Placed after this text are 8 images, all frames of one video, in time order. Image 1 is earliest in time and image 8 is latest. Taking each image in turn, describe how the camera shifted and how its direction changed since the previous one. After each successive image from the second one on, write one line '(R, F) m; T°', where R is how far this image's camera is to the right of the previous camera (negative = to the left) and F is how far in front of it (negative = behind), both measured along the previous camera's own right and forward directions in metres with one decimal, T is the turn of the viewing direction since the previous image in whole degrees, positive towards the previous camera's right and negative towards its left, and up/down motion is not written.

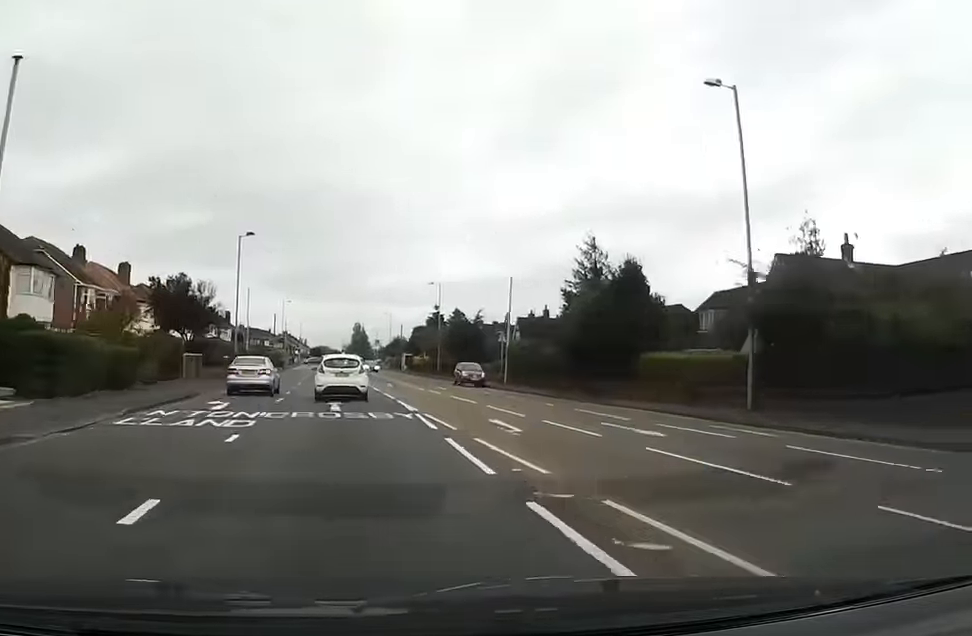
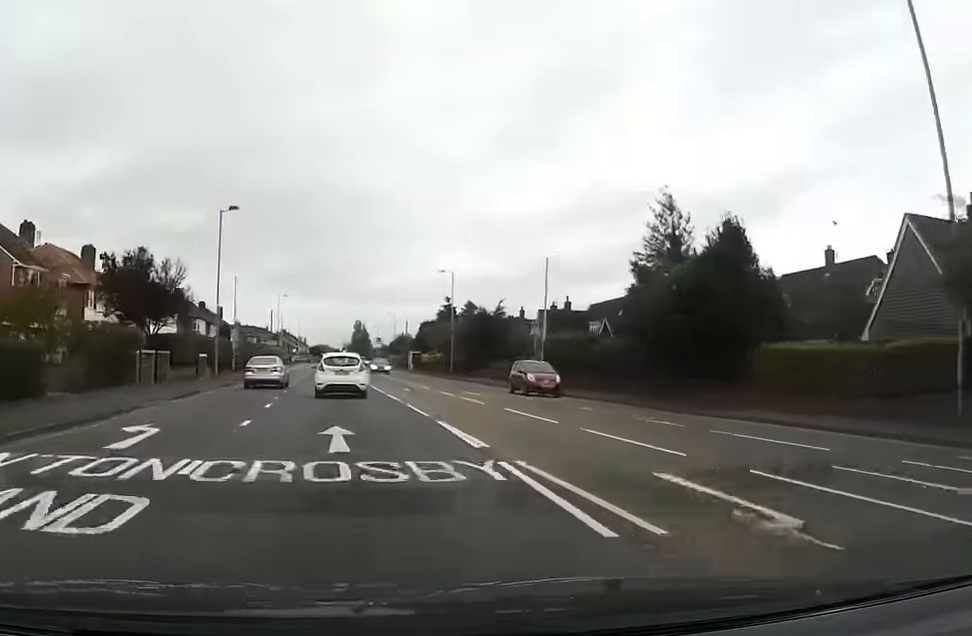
(+0.1, +9.5) m; +1°
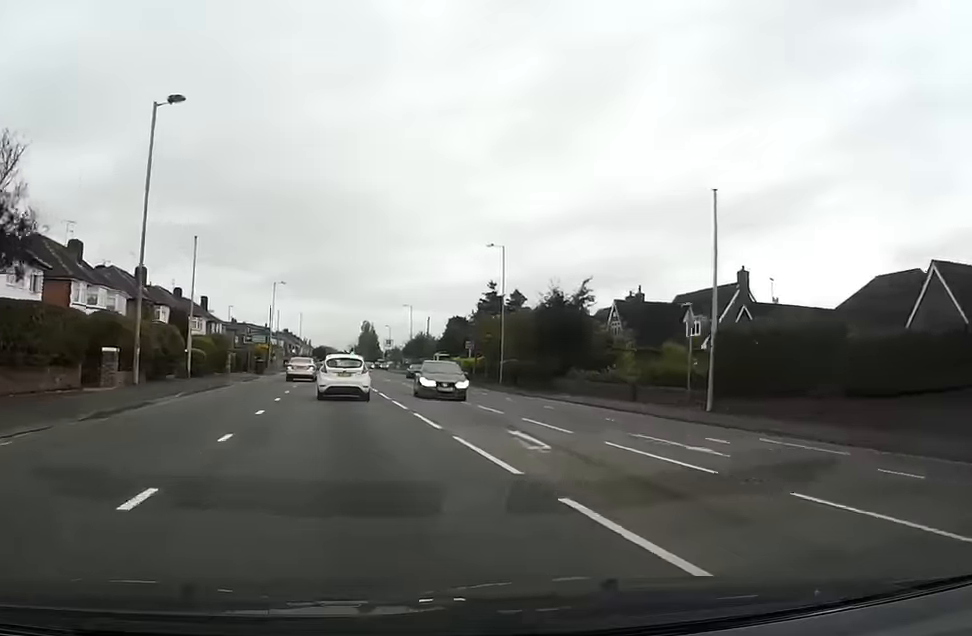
(+0.4, +20.6) m; +1°
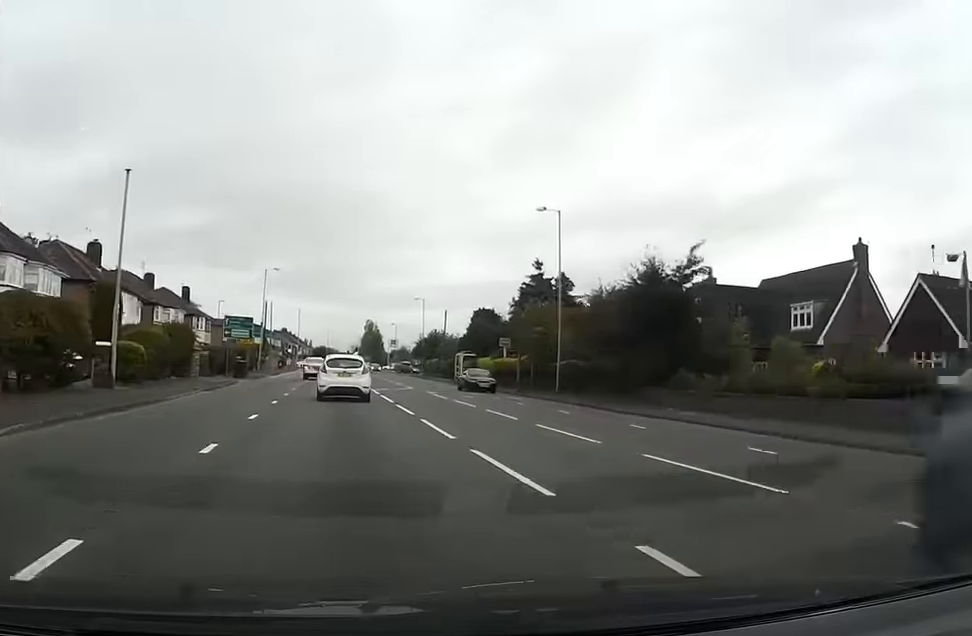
(0.0, +13.7) m; 0°
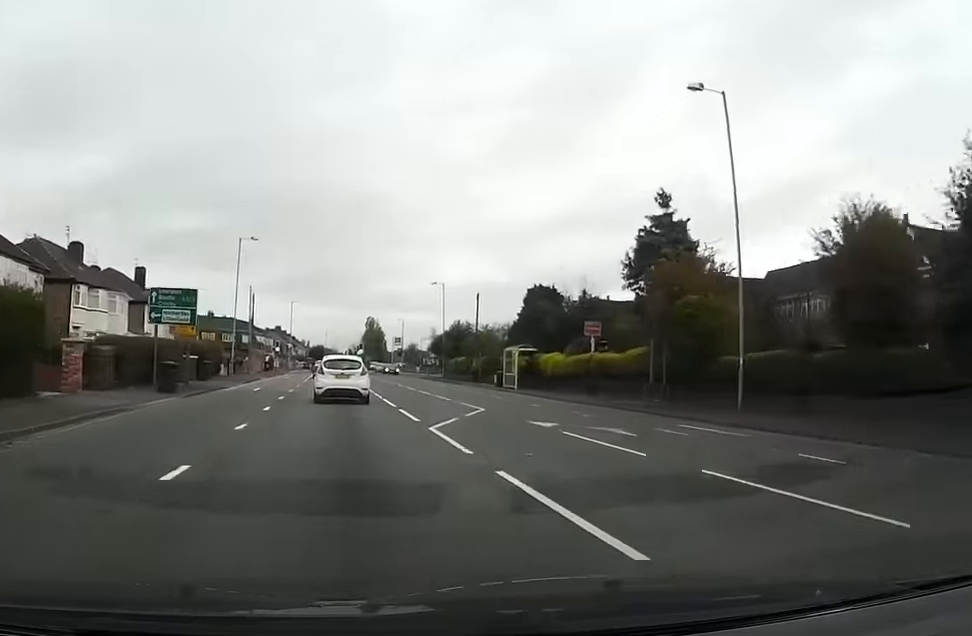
(0.0, +19.7) m; 0°
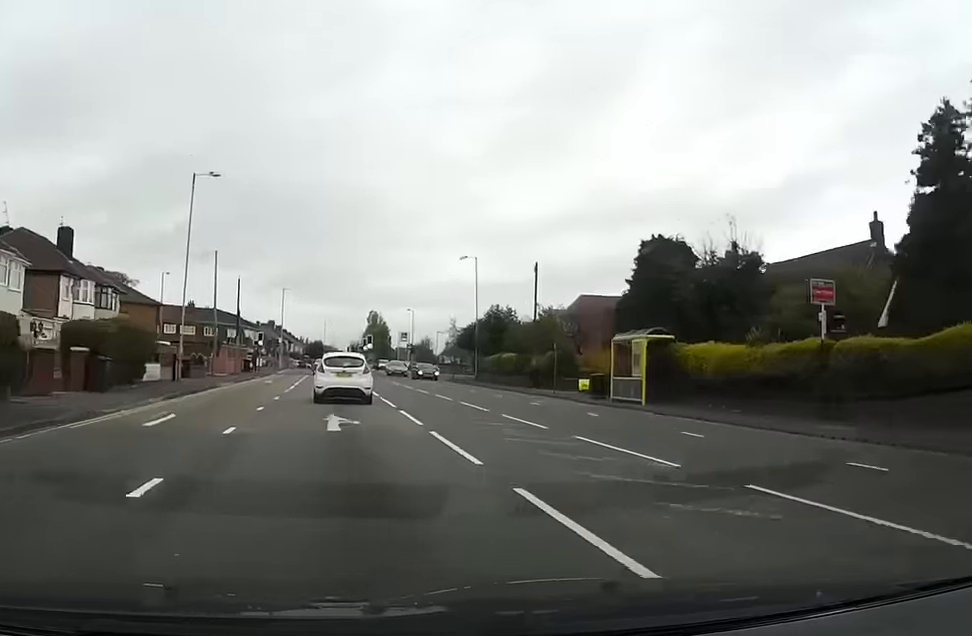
(0.0, +19.0) m; 0°
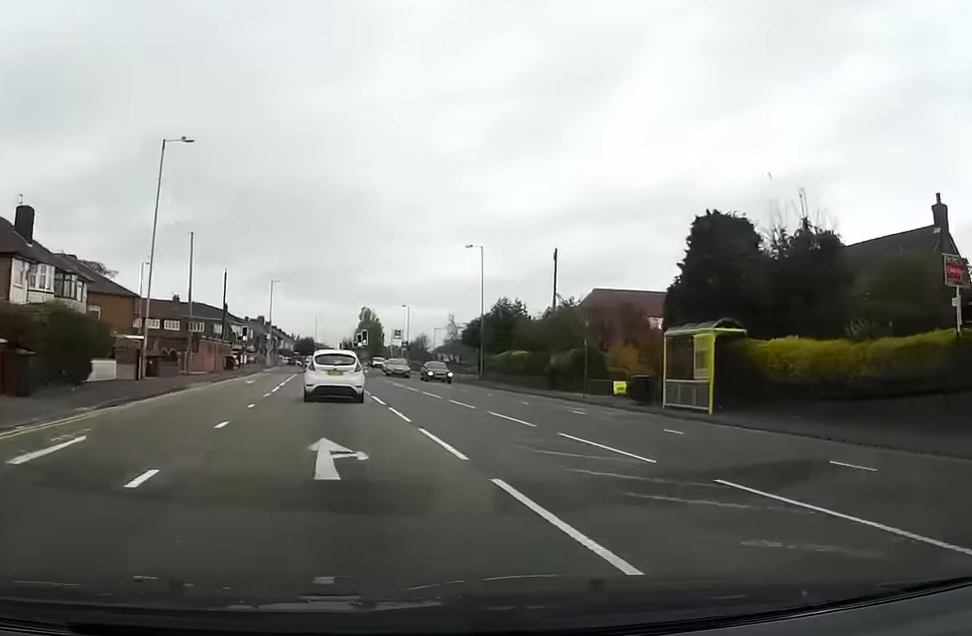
(0.0, +5.7) m; 0°
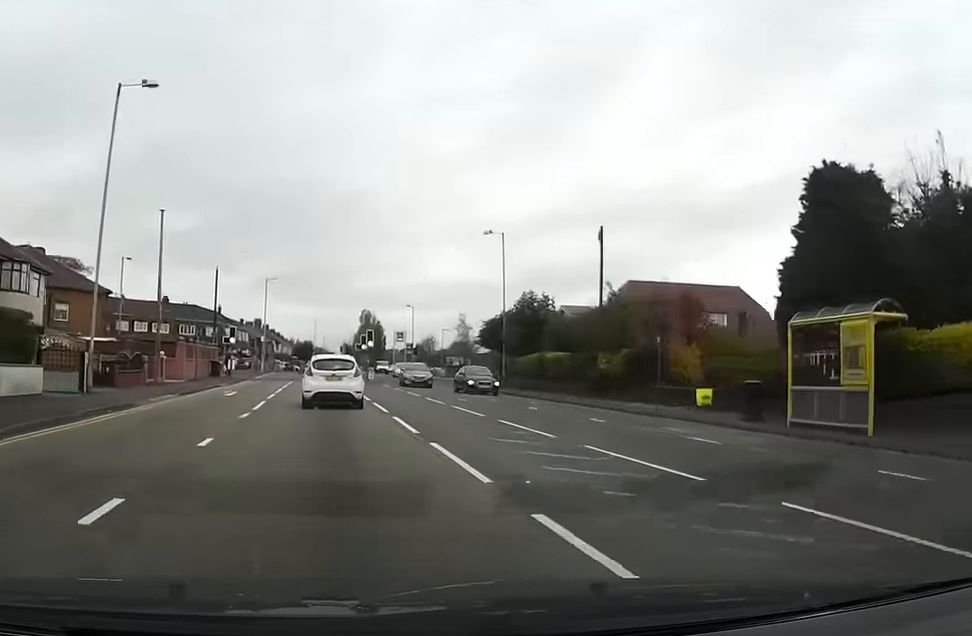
(0.0, +7.4) m; 0°
